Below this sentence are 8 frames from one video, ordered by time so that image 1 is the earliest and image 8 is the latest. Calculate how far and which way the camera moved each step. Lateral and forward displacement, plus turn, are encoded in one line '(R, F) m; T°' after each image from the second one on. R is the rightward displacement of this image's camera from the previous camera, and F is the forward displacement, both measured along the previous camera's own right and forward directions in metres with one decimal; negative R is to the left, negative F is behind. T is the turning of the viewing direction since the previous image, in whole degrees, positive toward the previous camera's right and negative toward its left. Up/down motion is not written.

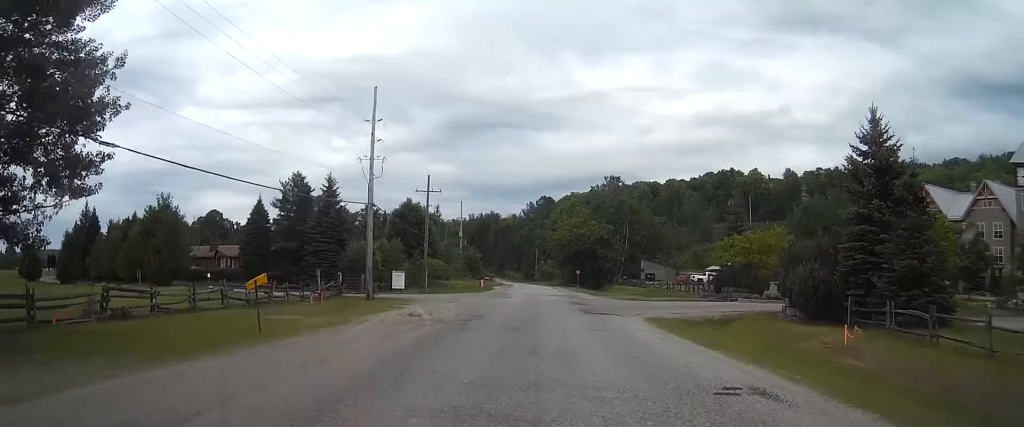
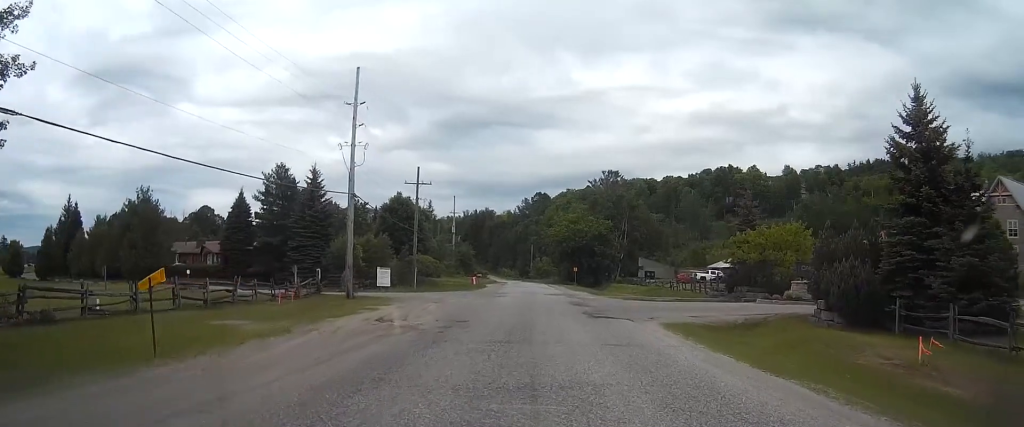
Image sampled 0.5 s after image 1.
(0.0, +4.5) m; 0°
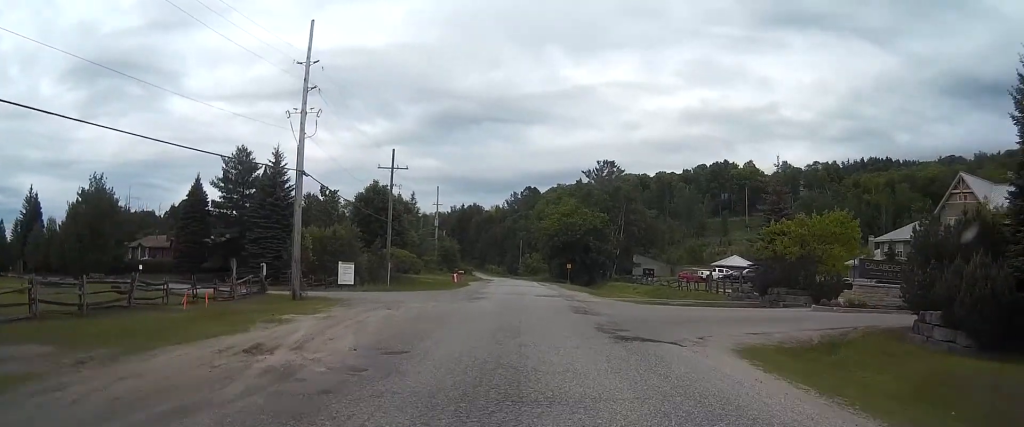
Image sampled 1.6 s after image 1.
(0.0, +9.3) m; +1°
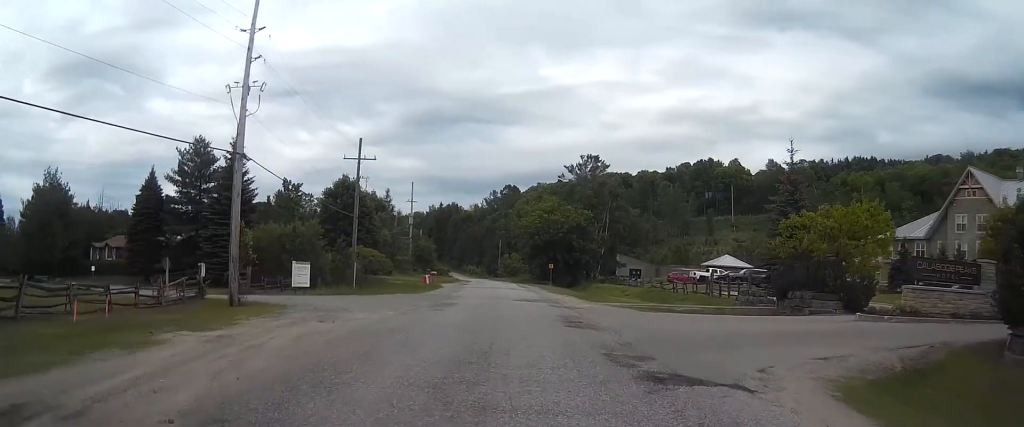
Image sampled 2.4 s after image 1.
(+0.1, +6.4) m; +4°
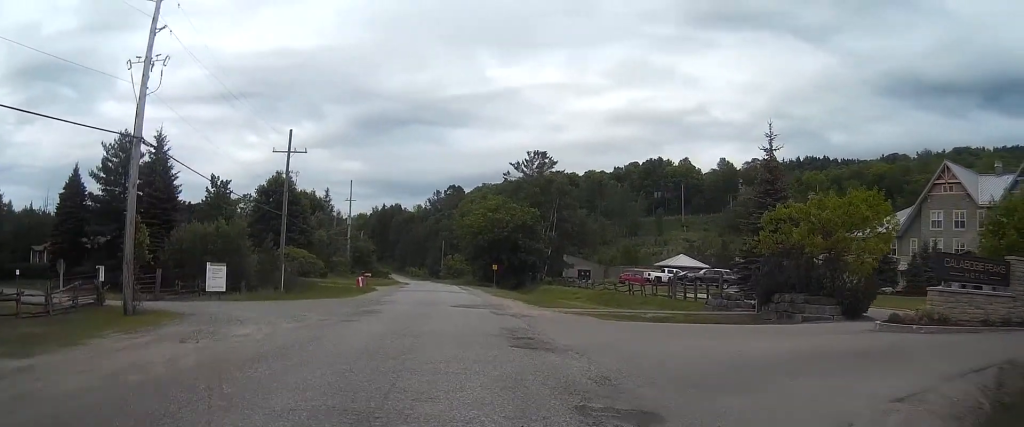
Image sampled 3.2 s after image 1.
(+0.2, +5.5) m; +7°
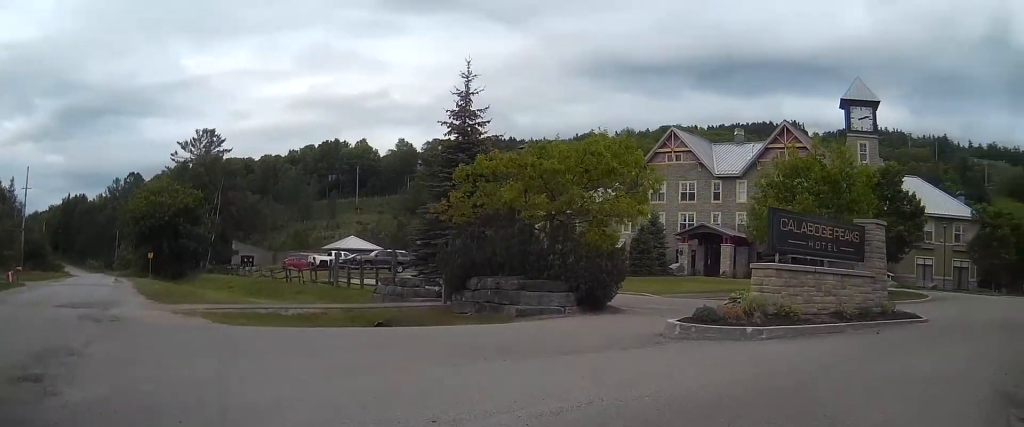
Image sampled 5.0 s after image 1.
(+1.5, +9.6) m; +25°
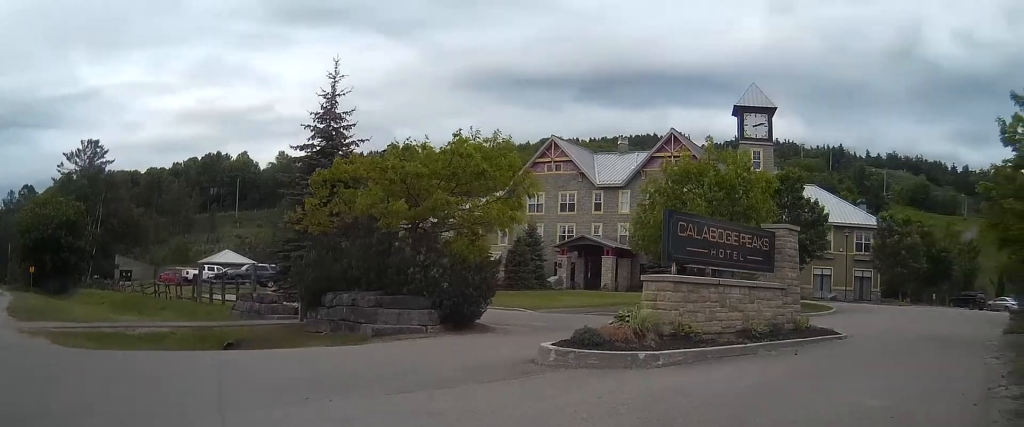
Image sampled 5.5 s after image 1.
(+0.5, +2.3) m; +12°
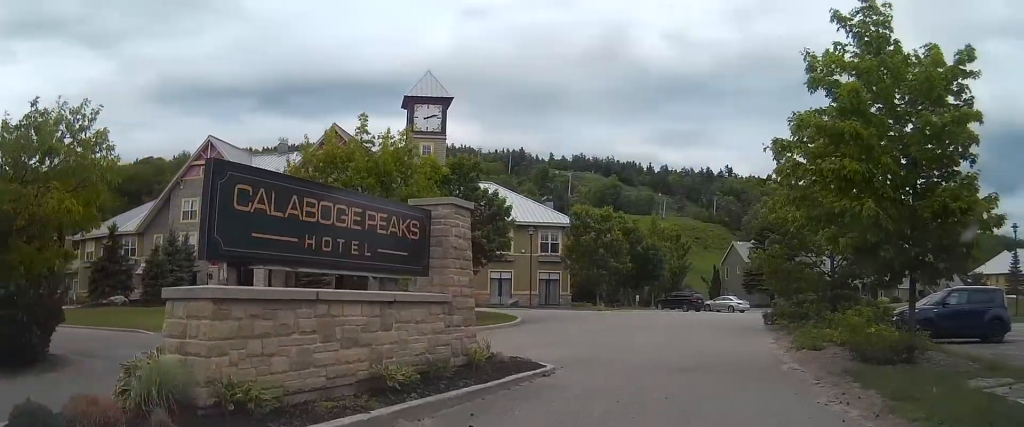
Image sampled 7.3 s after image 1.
(+1.6, +5.9) m; +31°
